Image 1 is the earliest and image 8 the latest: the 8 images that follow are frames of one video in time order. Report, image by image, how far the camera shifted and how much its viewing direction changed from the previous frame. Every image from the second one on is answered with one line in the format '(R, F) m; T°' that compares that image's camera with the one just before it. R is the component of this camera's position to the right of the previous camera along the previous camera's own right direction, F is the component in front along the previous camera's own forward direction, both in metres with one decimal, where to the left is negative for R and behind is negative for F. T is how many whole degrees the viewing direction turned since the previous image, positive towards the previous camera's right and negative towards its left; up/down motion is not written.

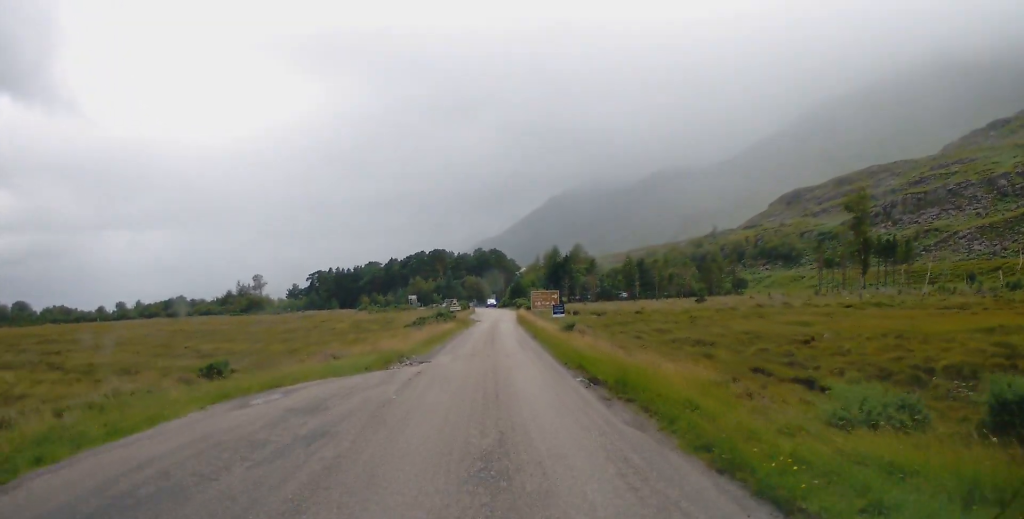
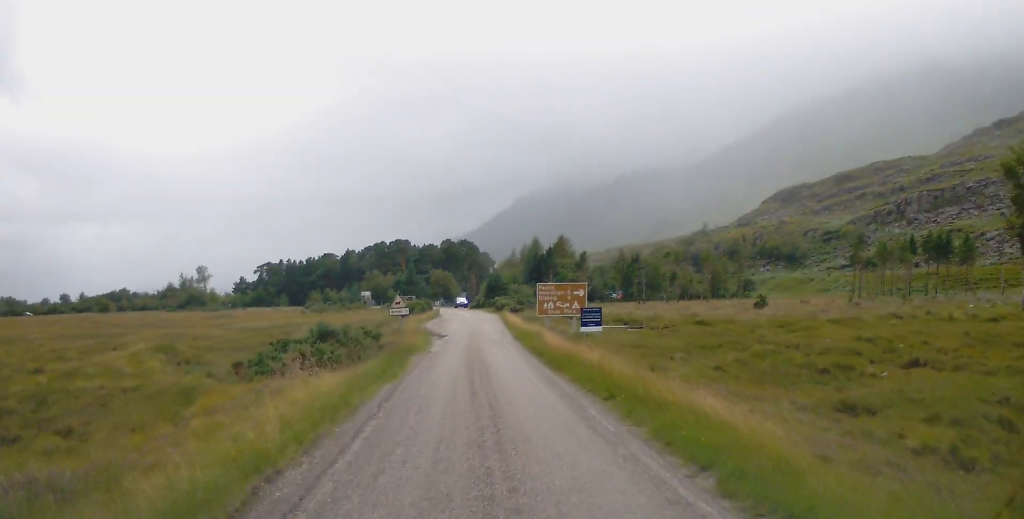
(+1.3, +32.6) m; +2°
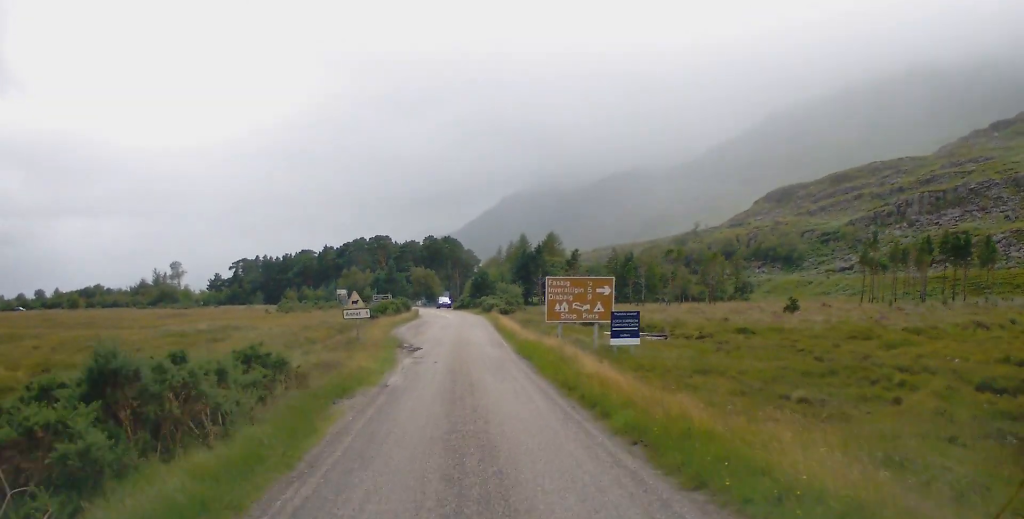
(-0.4, +10.9) m; +1°
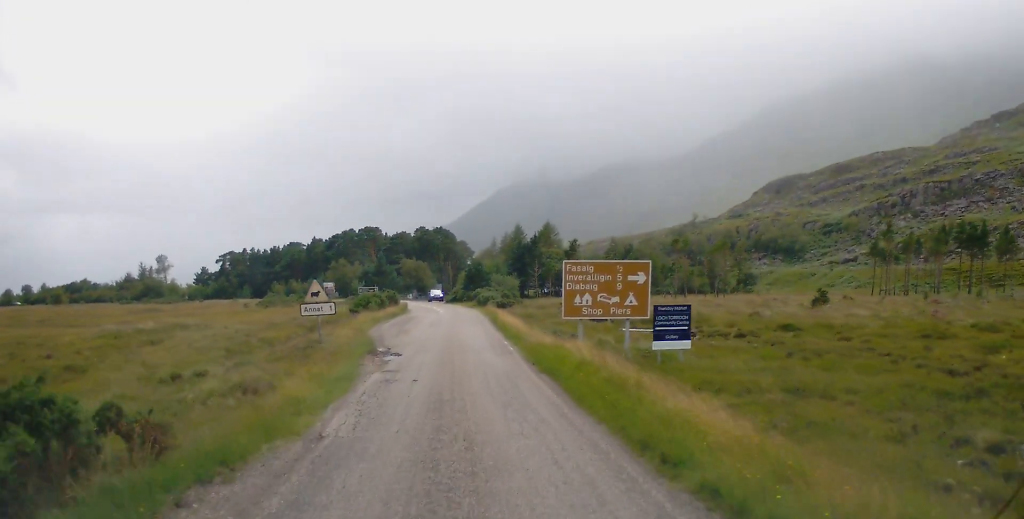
(+0.2, +6.7) m; +1°
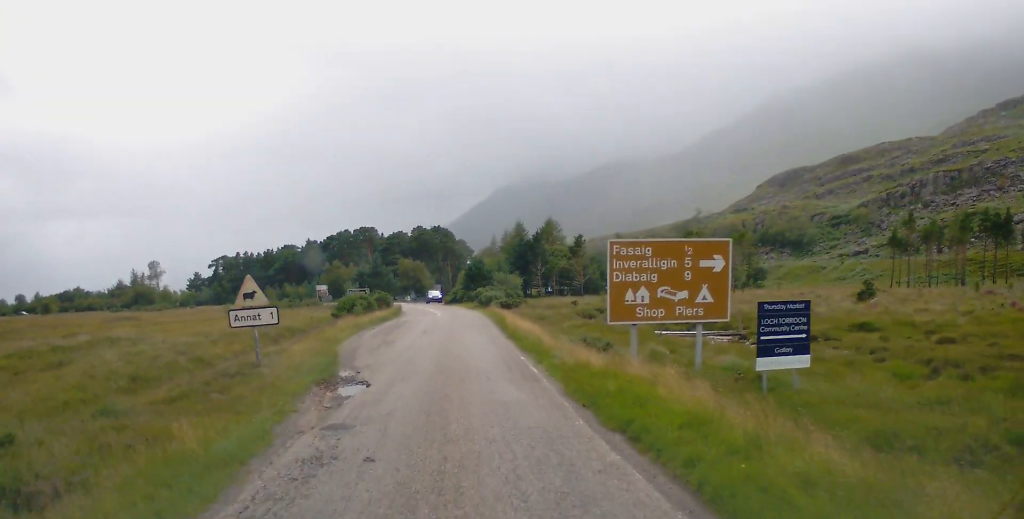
(+0.2, +7.1) m; +1°
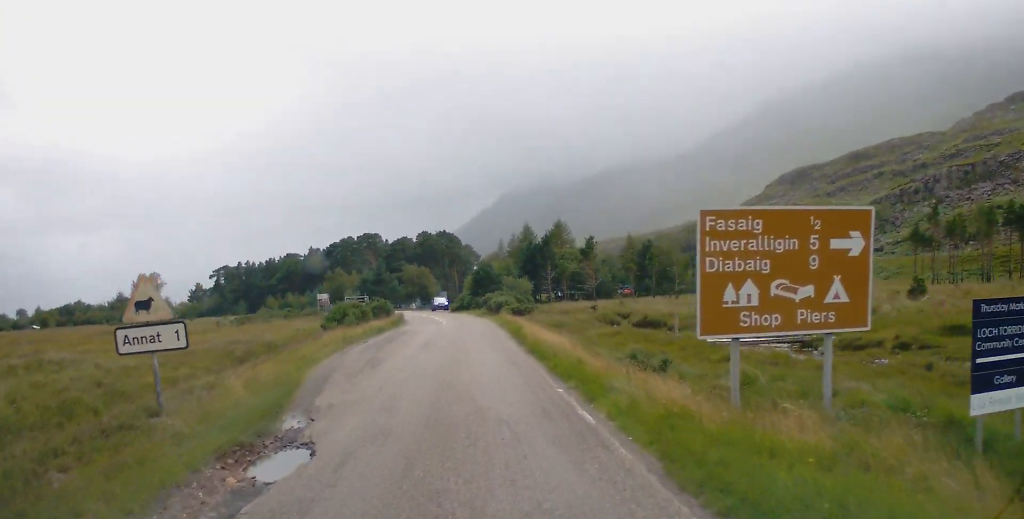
(0.0, +5.7) m; -1°
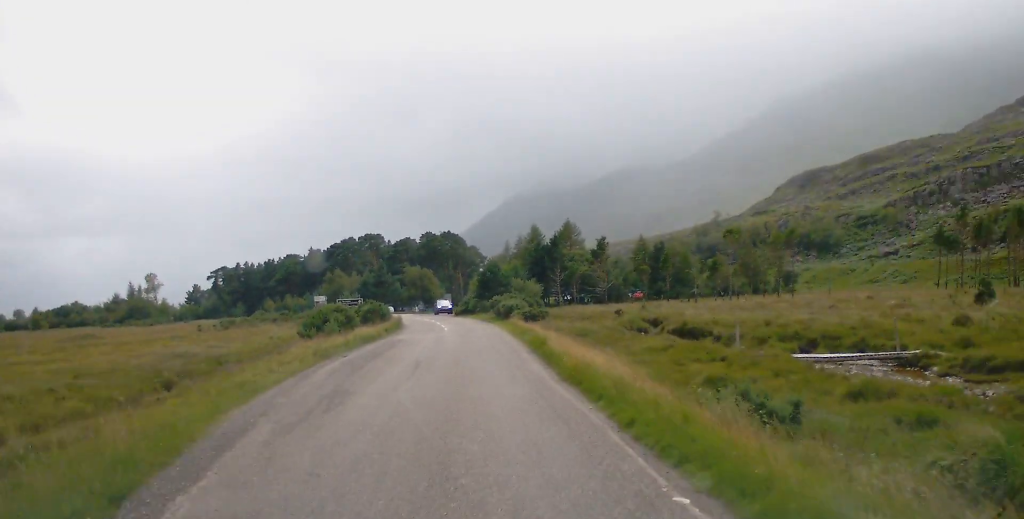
(+0.1, +6.6) m; -1°
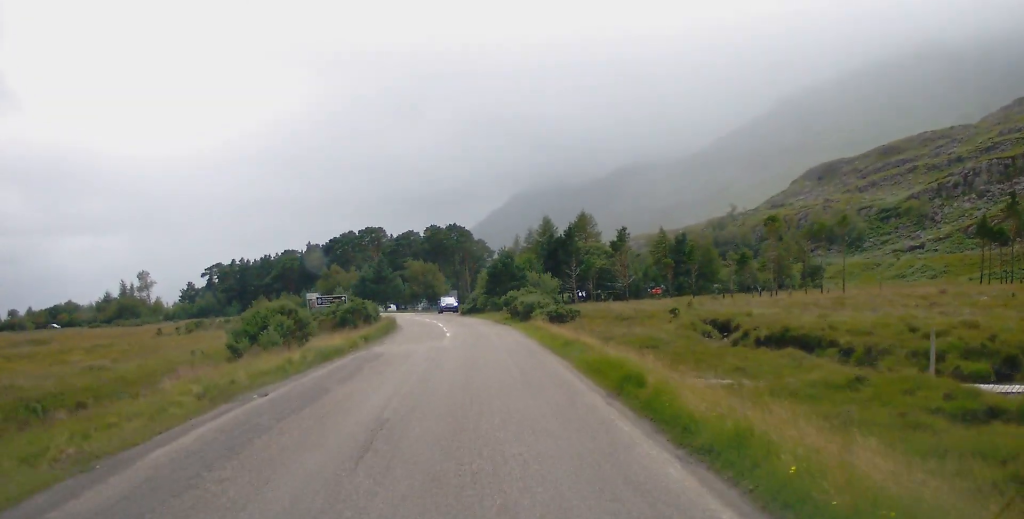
(-0.3, +10.7) m; -2°
